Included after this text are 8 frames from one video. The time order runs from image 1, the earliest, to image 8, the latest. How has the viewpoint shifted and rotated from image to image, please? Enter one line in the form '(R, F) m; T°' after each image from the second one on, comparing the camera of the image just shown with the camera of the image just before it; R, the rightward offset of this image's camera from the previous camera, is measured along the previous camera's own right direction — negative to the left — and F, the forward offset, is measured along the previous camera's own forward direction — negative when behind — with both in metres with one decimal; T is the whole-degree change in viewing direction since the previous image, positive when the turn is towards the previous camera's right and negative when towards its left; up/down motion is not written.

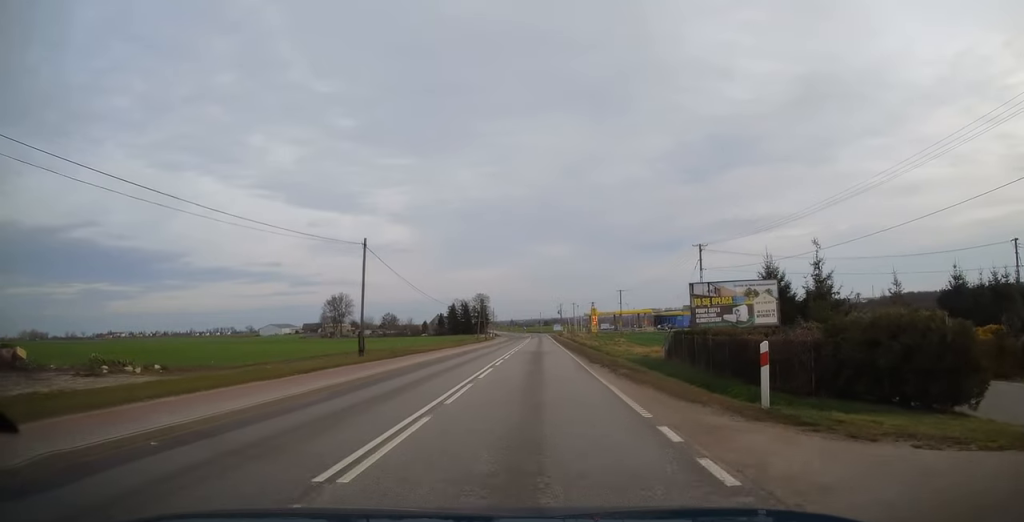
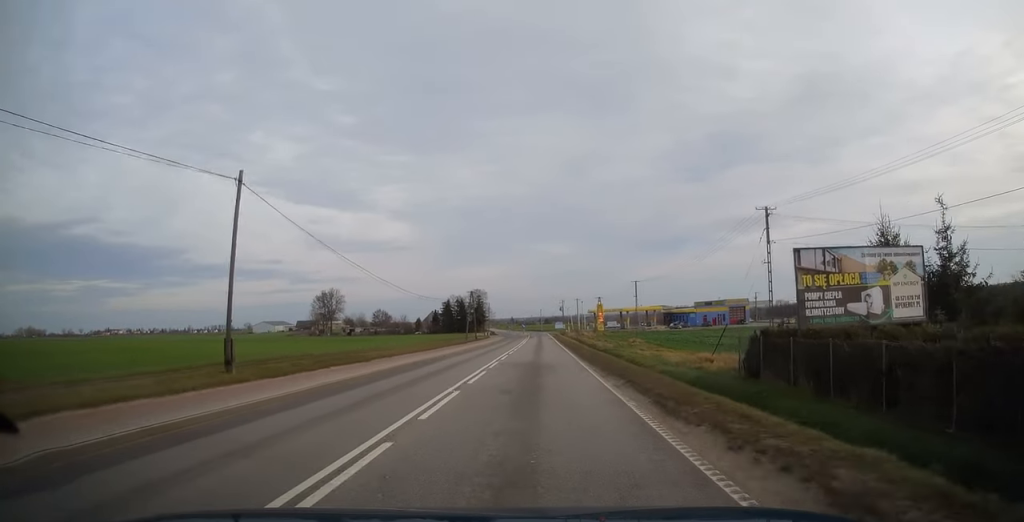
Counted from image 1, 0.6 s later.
(0.0, +14.0) m; 0°
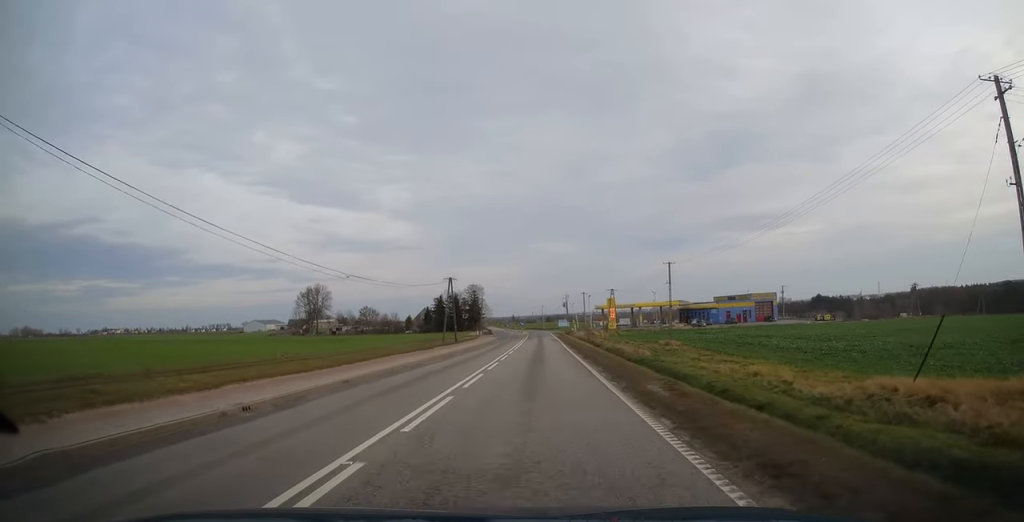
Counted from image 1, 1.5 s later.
(0.0, +18.9) m; -1°
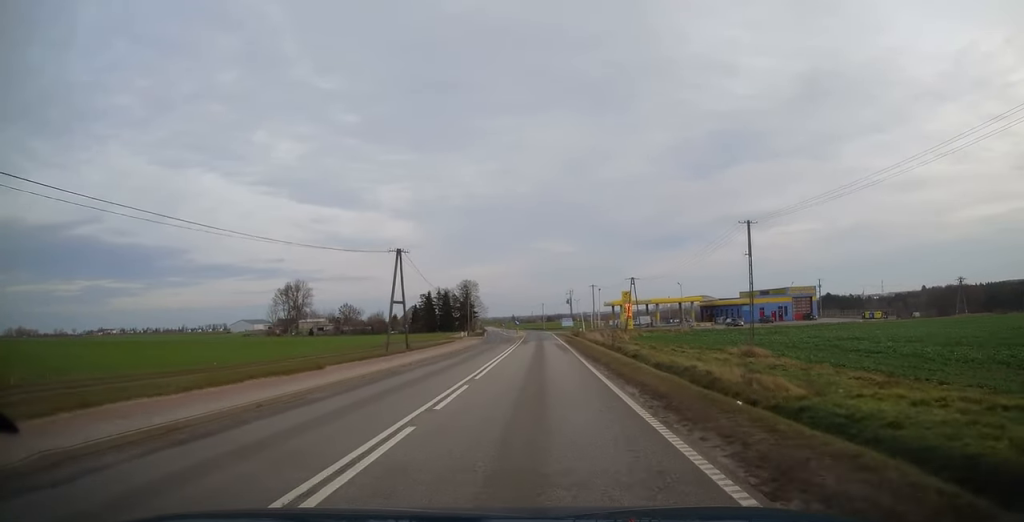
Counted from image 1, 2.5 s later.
(-0.2, +21.6) m; 0°
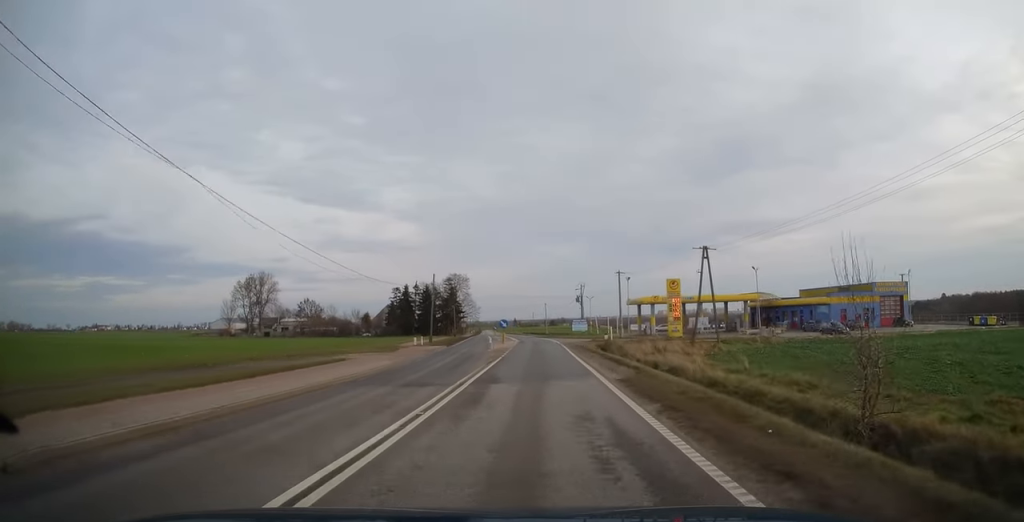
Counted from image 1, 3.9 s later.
(+0.3, +33.3) m; 0°
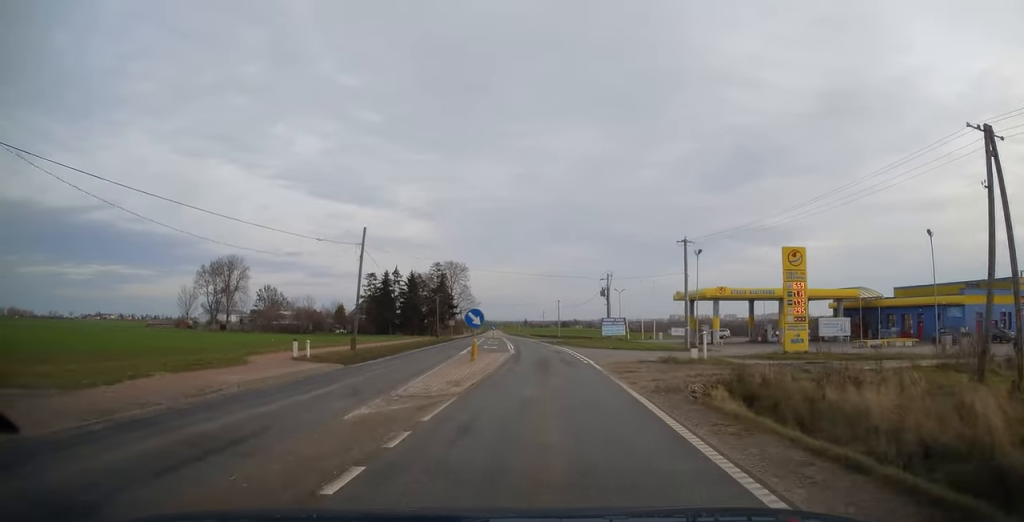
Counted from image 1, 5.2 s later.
(-0.3, +28.8) m; 0°
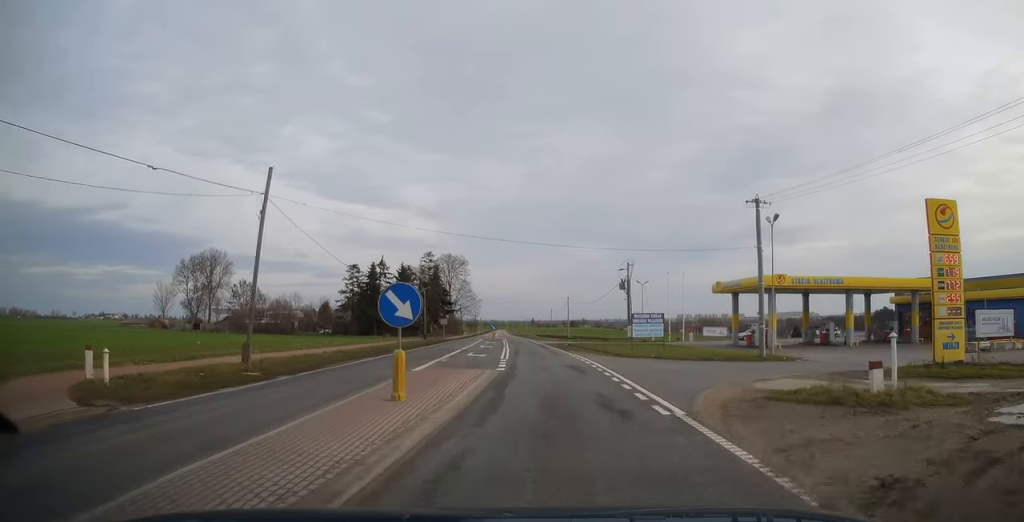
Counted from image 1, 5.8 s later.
(+0.4, +13.8) m; -1°
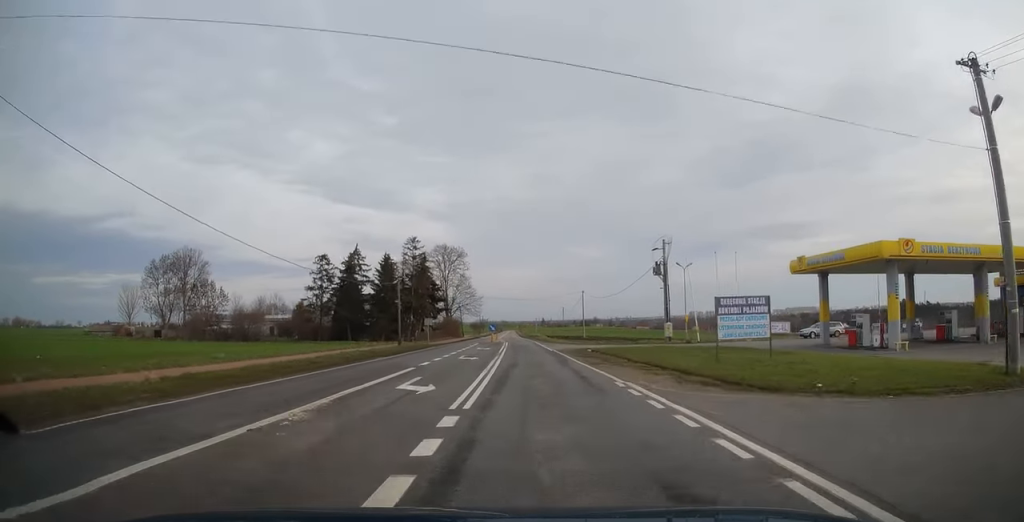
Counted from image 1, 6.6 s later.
(-0.6, +16.9) m; -1°
